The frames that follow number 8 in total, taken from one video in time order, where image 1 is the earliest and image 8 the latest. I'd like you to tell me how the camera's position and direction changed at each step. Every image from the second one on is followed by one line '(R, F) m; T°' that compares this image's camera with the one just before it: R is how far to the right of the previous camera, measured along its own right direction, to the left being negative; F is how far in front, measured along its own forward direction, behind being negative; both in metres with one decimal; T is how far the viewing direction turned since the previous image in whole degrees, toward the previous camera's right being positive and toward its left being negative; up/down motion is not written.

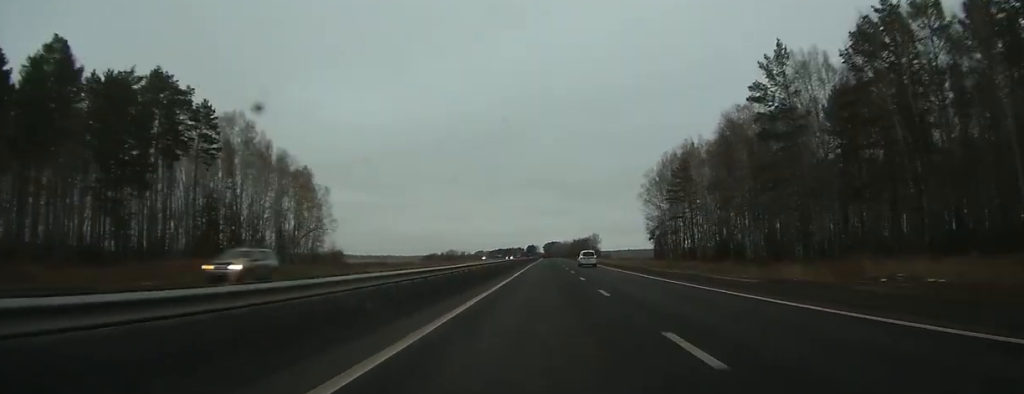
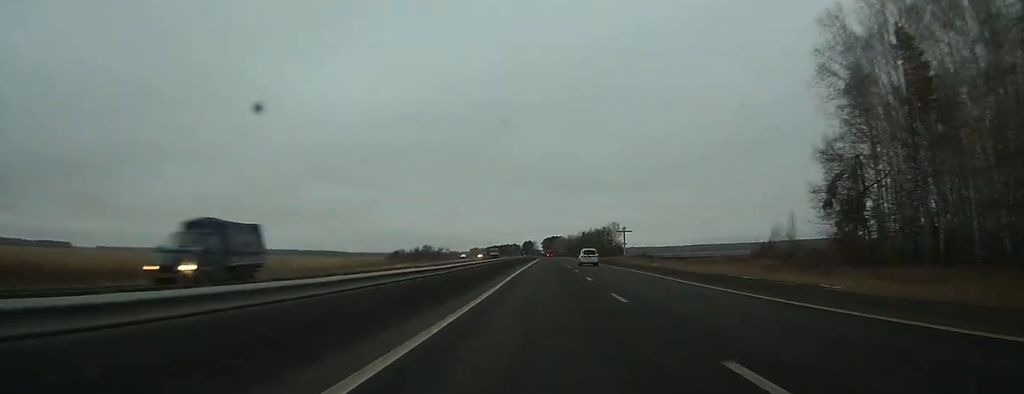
(0.0, +99.7) m; 0°
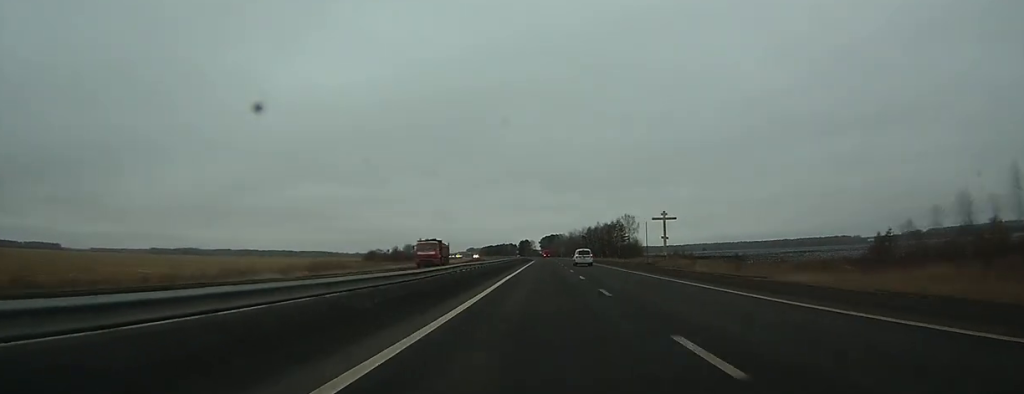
(+0.1, +46.3) m; 0°
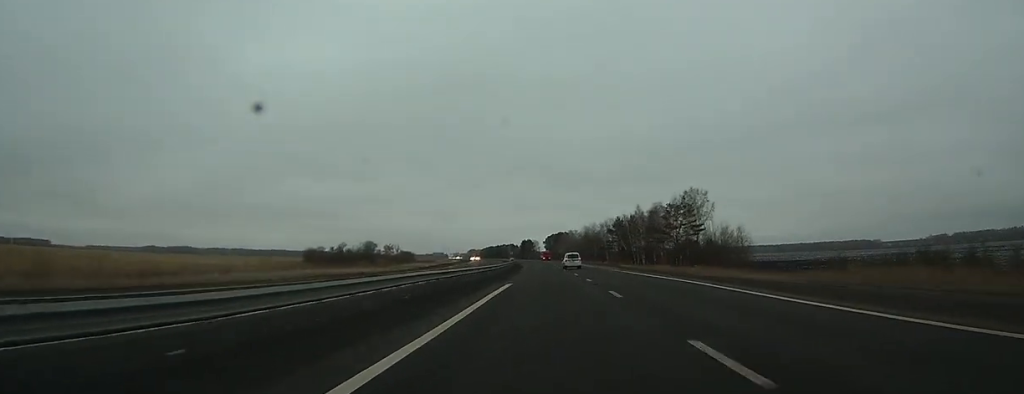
(-0.7, +86.0) m; -1°
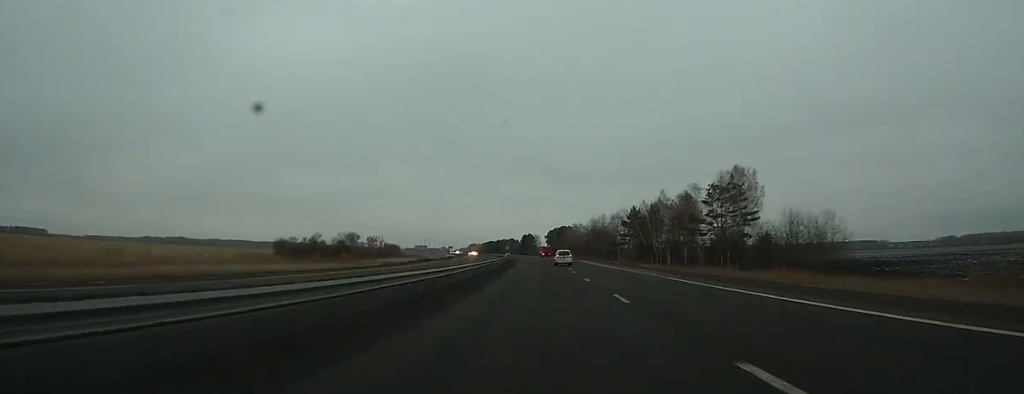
(0.0, +26.4) m; 0°
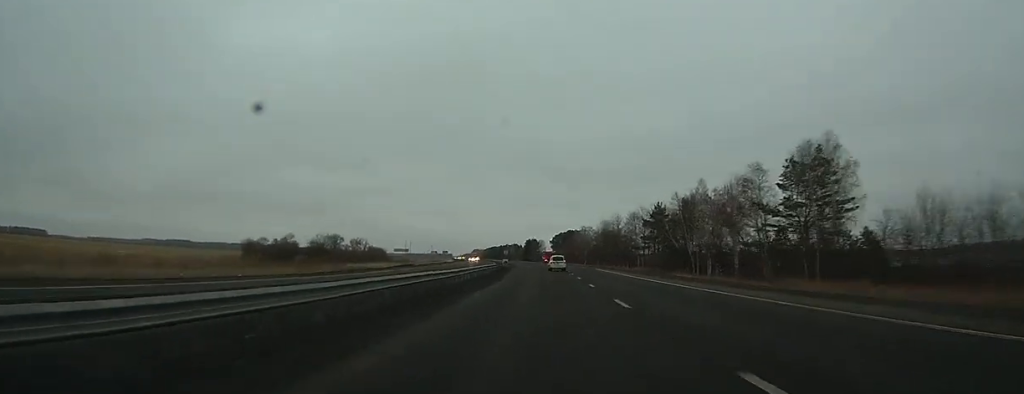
(+0.1, +24.6) m; 0°
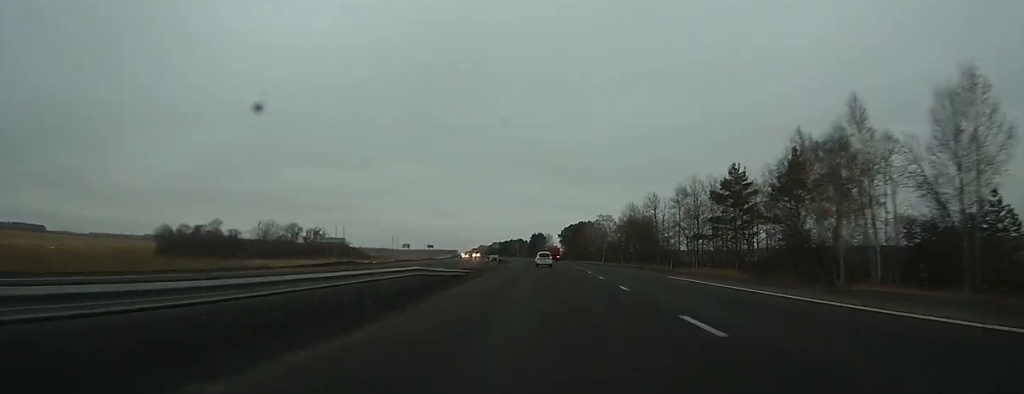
(0.0, +42.2) m; 0°
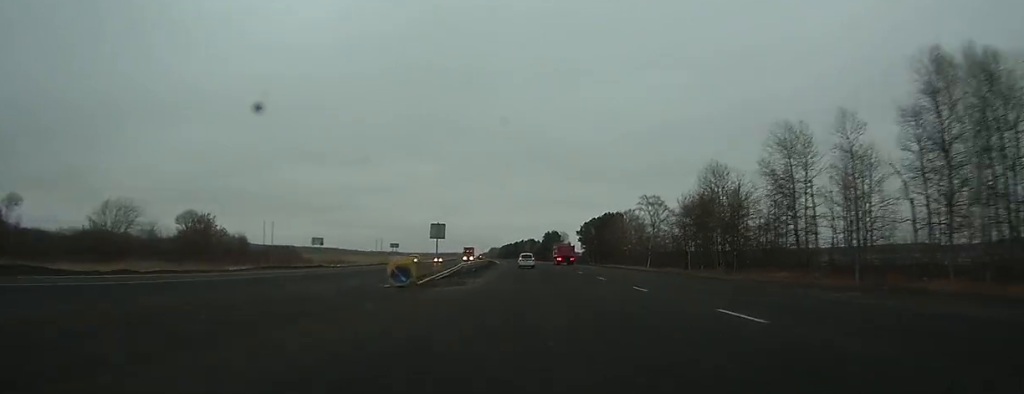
(-0.5, +56.5) m; -1°
